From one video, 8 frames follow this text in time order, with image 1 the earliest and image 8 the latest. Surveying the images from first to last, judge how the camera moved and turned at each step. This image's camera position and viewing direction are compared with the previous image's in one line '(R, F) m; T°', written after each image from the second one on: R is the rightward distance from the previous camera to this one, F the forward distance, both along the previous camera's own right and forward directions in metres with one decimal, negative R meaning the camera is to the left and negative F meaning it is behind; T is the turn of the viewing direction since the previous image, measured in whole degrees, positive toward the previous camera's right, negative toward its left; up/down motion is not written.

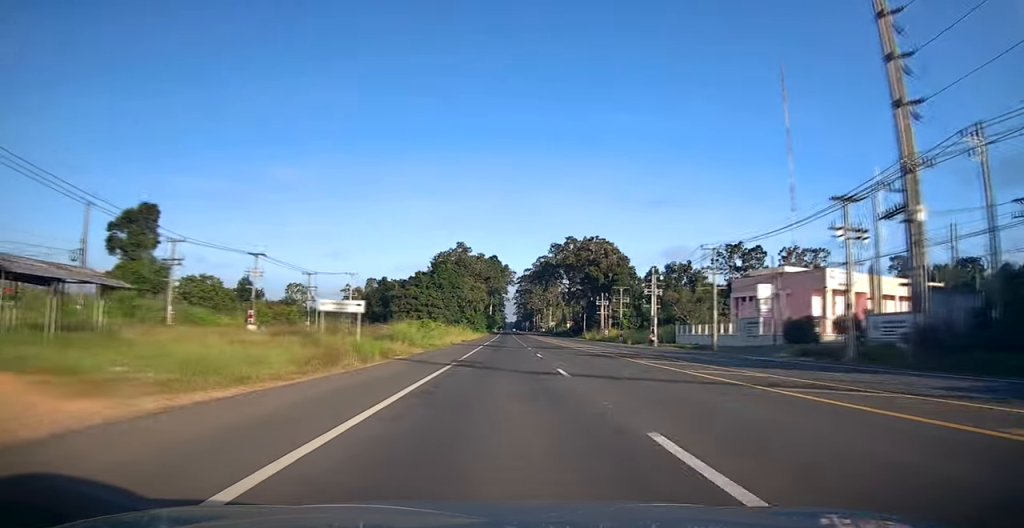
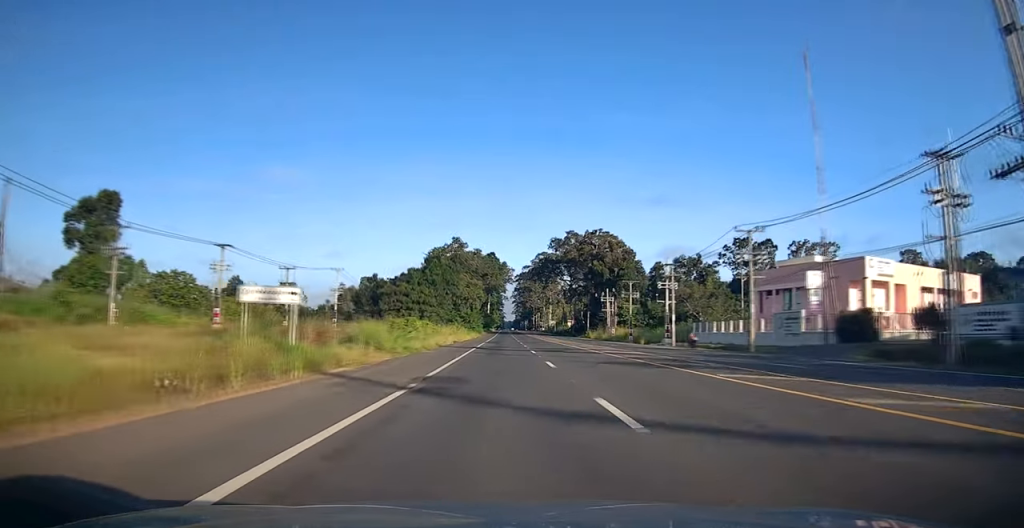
(+0.2, +8.6) m; +1°
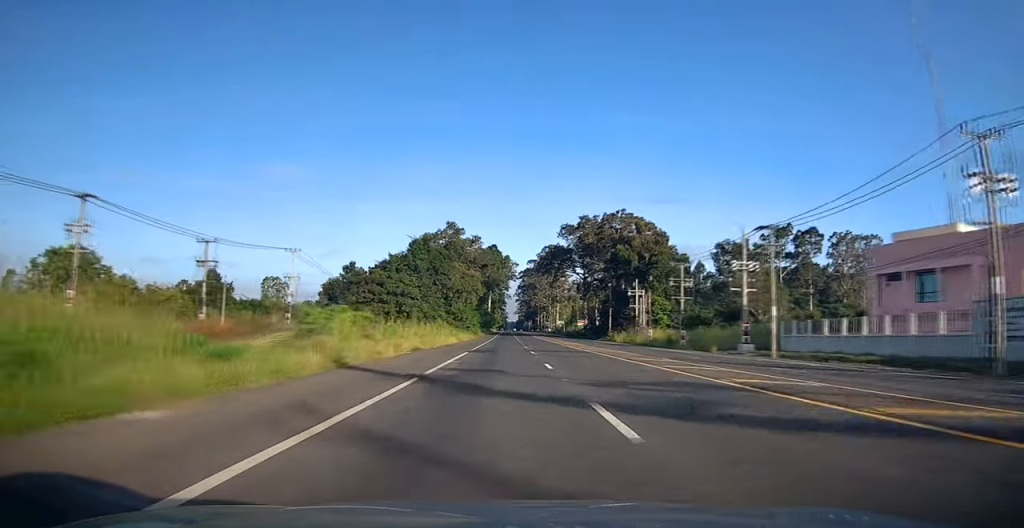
(+0.2, +24.6) m; 0°
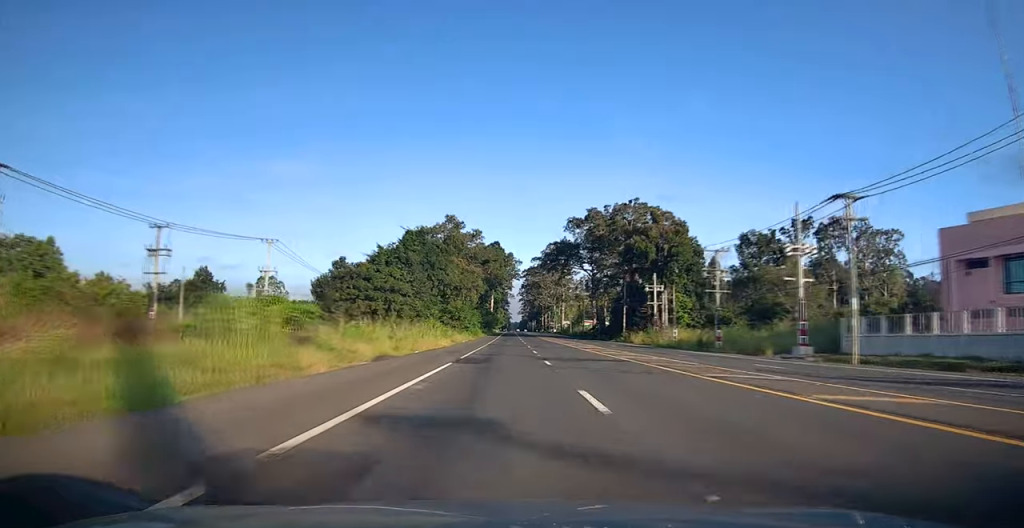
(-0.1, +9.8) m; 0°
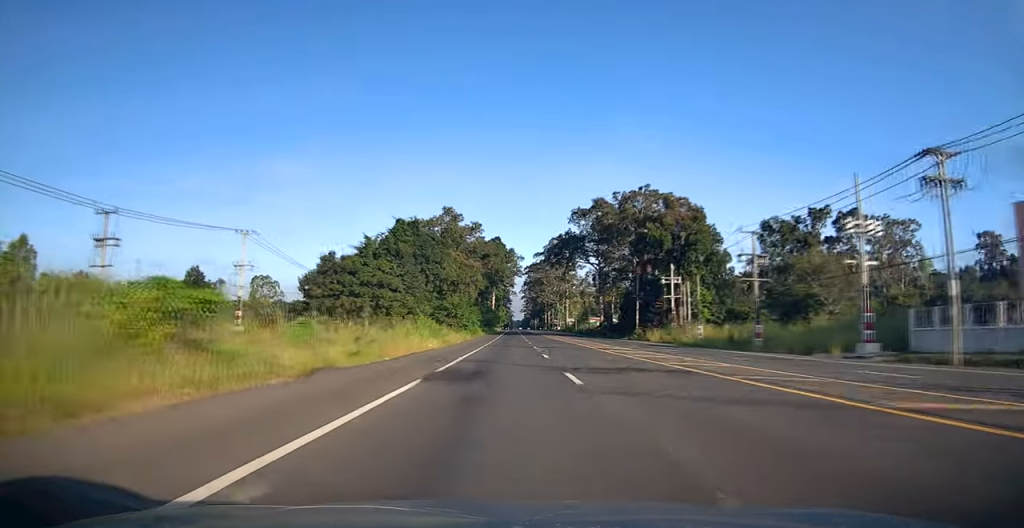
(0.0, +8.0) m; 0°
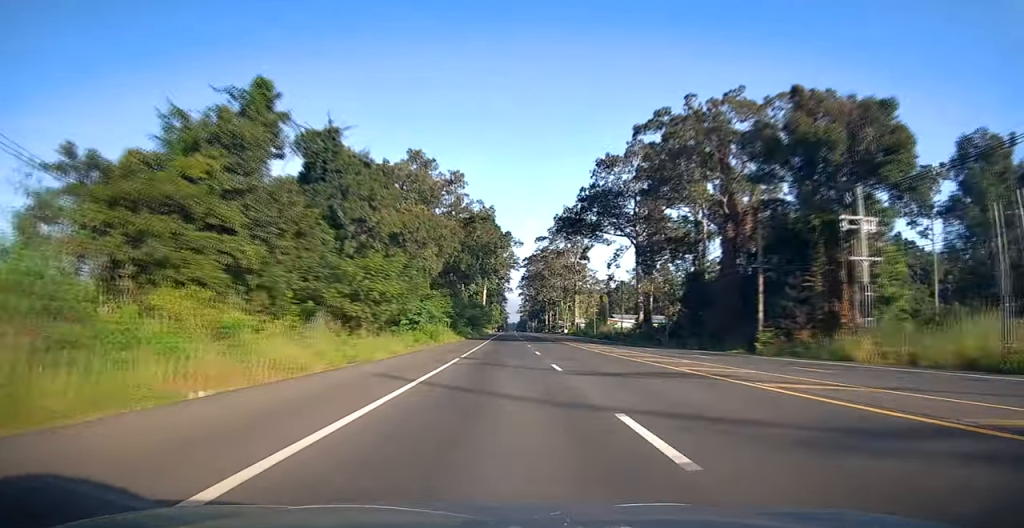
(-1.3, +43.7) m; -1°
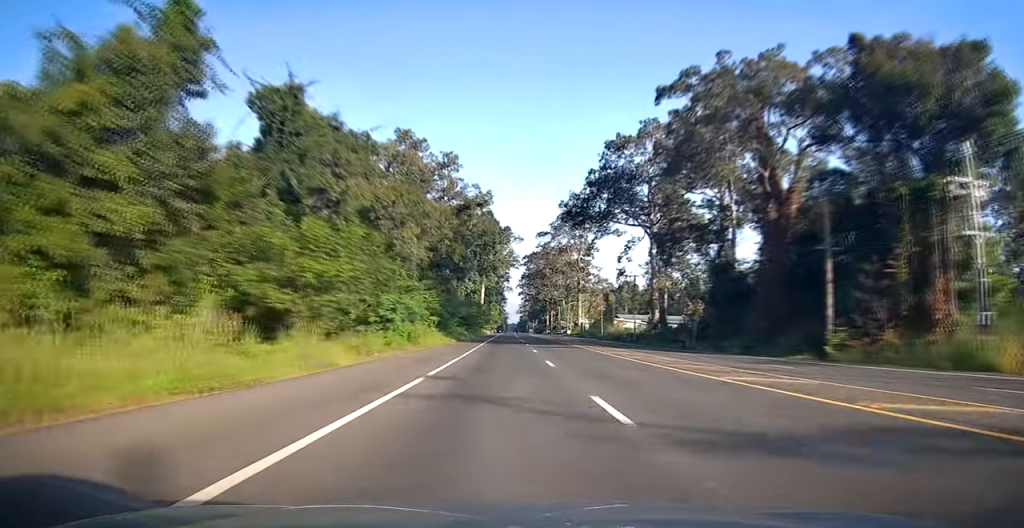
(+0.2, +9.8) m; +1°
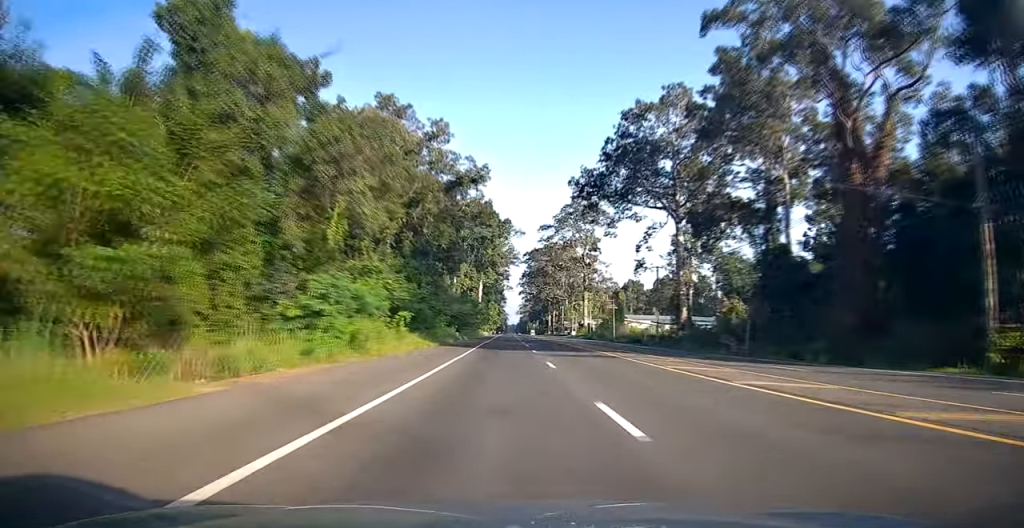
(+0.1, +12.8) m; 0°
